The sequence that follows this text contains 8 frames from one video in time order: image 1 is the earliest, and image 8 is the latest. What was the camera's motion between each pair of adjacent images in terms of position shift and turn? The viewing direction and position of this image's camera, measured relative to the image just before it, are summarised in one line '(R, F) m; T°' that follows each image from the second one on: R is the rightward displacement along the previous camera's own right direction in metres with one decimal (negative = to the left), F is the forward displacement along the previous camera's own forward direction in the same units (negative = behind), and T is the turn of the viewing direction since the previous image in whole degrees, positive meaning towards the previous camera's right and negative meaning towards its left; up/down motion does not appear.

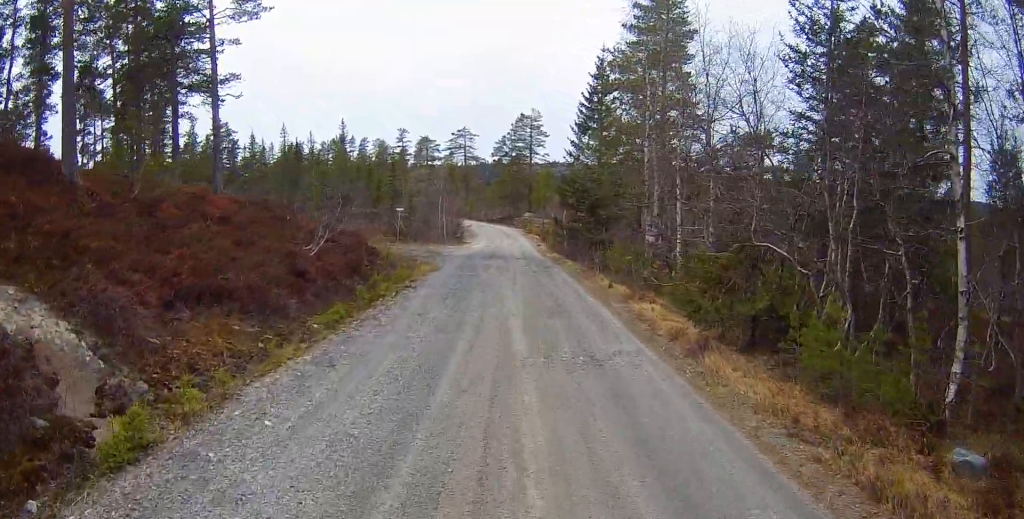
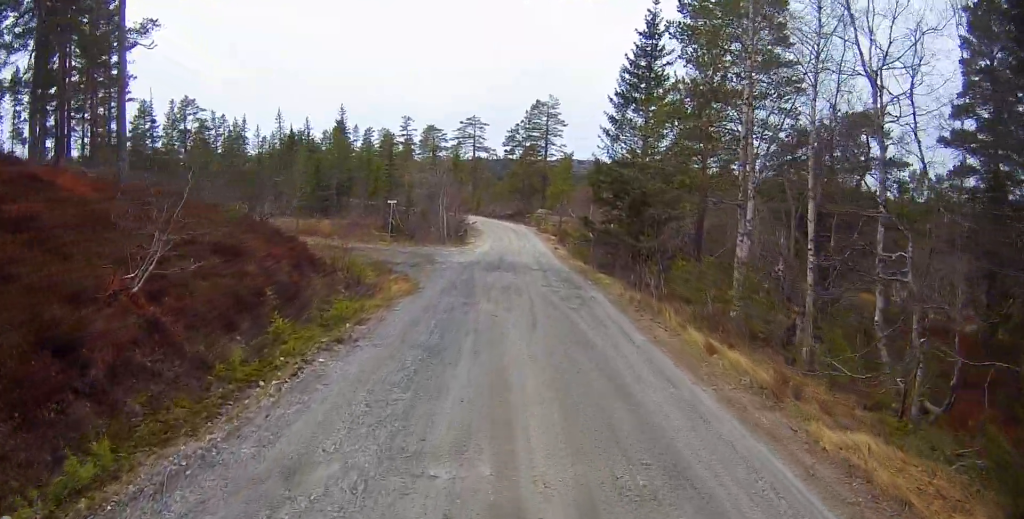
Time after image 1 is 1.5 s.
(0.0, +8.3) m; 0°
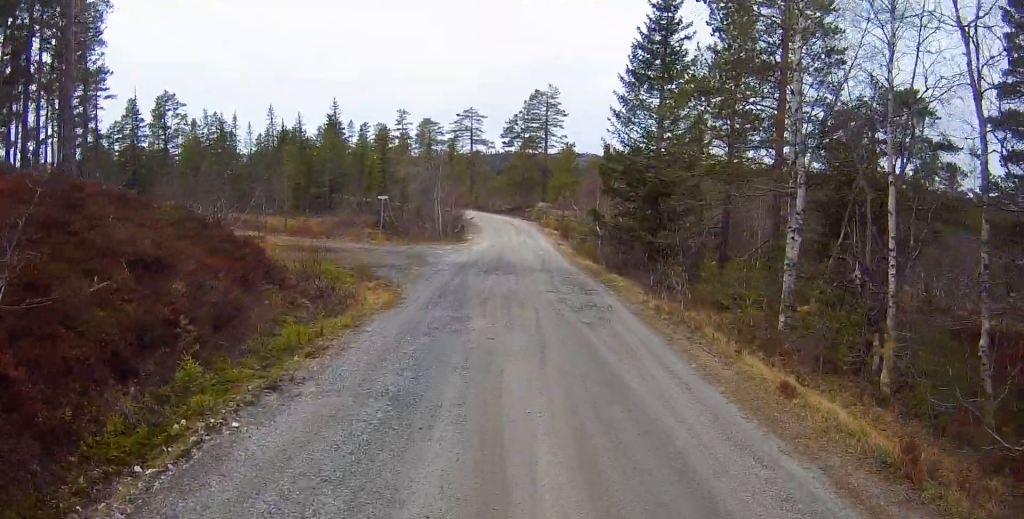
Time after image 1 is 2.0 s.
(0.0, +2.9) m; 0°
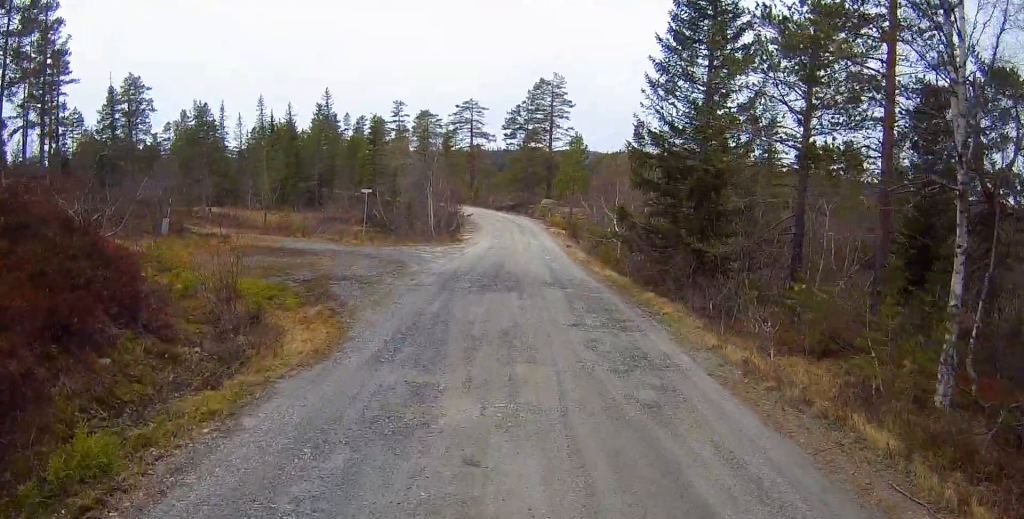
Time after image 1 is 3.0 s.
(0.0, +5.2) m; 0°
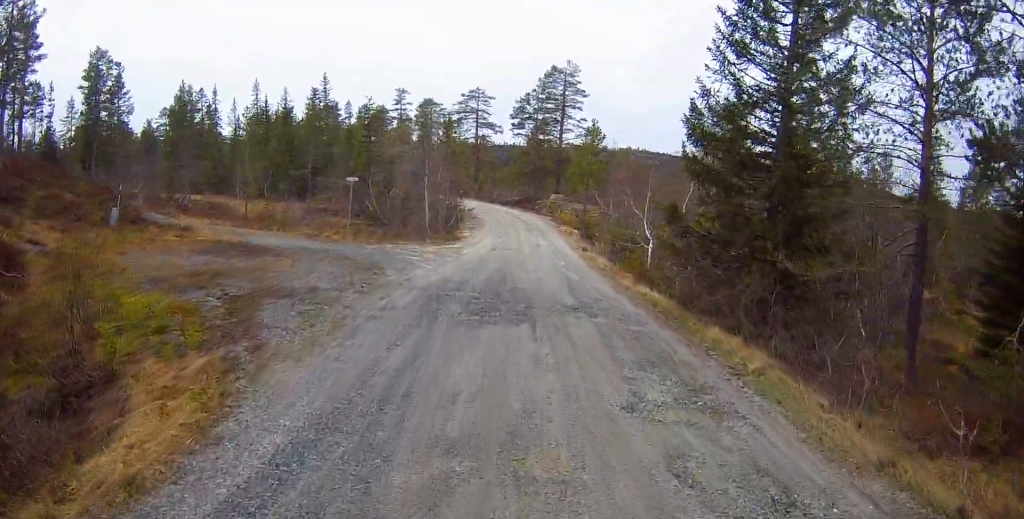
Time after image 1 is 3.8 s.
(0.0, +4.6) m; +3°
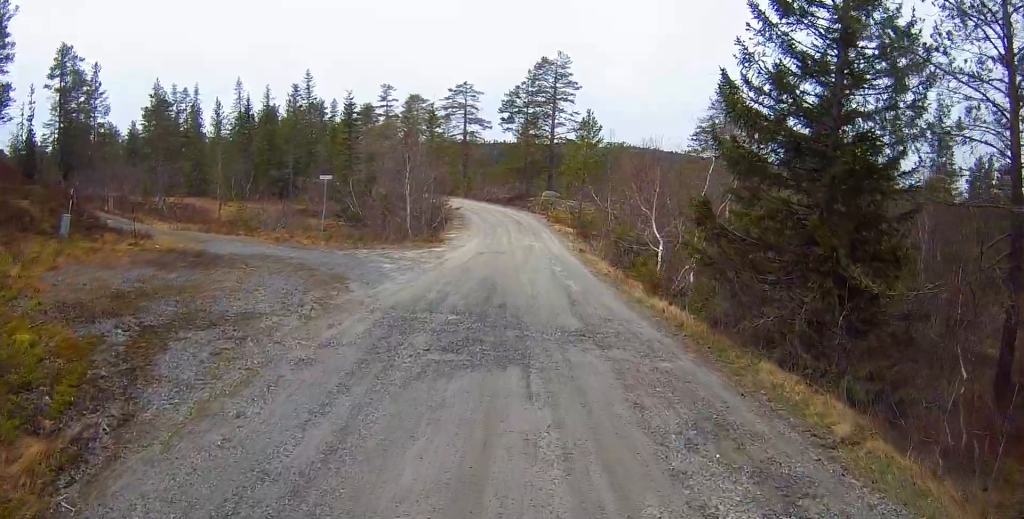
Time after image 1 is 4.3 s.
(-0.1, +2.8) m; +2°
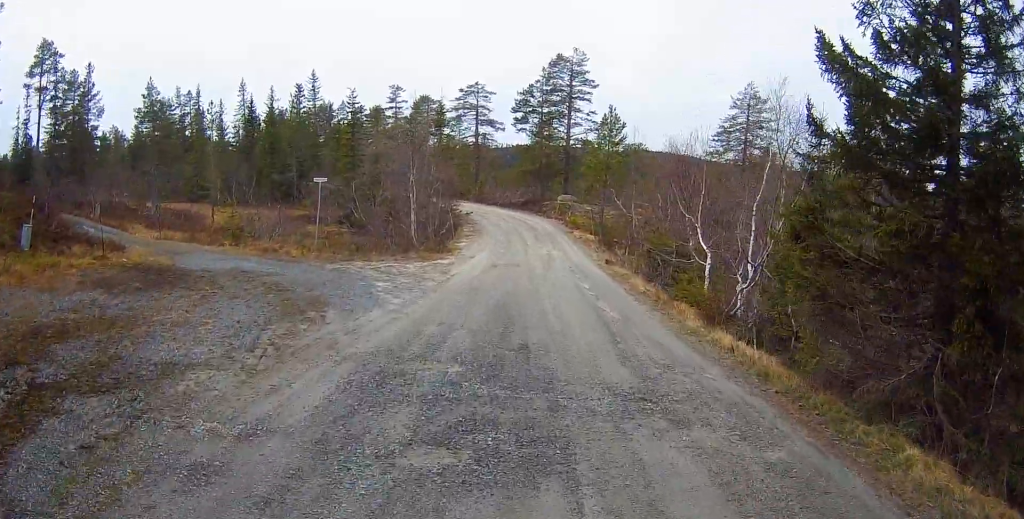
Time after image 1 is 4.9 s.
(+0.3, +2.9) m; -3°
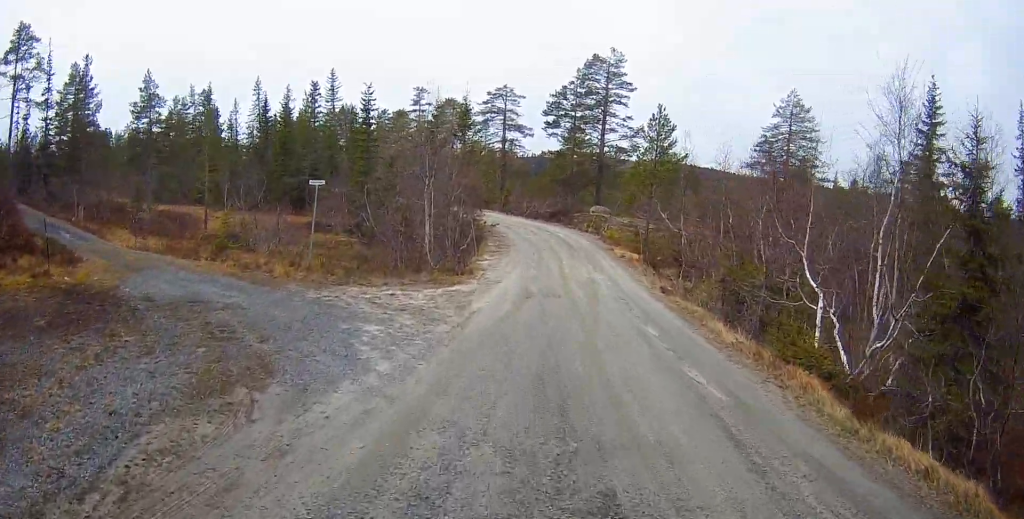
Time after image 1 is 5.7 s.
(-0.2, +4.1) m; -5°
